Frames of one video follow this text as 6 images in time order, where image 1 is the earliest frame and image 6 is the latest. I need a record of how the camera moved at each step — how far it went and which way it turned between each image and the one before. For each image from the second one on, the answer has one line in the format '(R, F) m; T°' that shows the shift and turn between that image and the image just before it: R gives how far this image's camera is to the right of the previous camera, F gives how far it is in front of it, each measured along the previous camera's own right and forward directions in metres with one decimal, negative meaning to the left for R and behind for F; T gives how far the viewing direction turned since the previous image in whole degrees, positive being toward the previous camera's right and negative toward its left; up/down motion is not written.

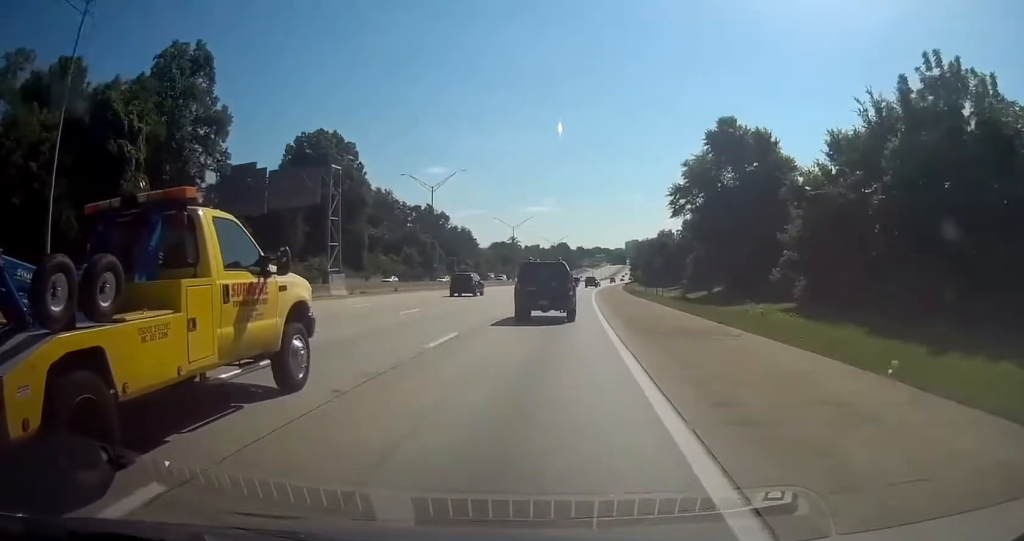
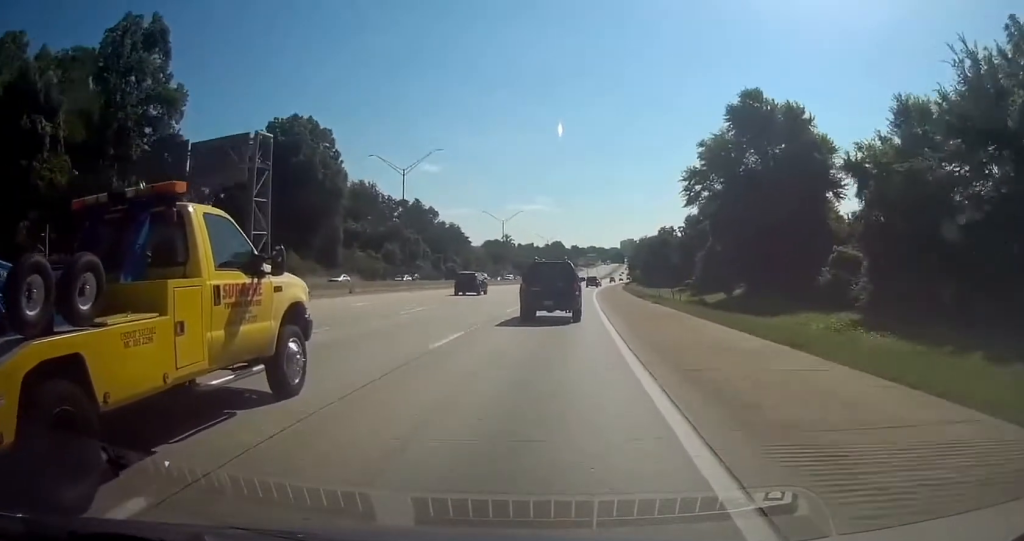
(+0.1, +12.0) m; 0°
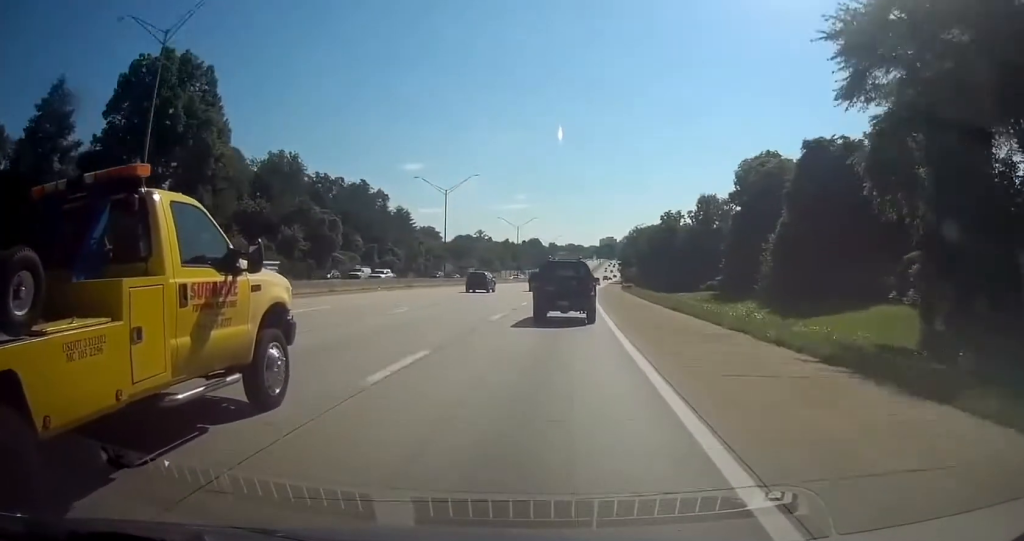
(+0.4, +41.9) m; +2°
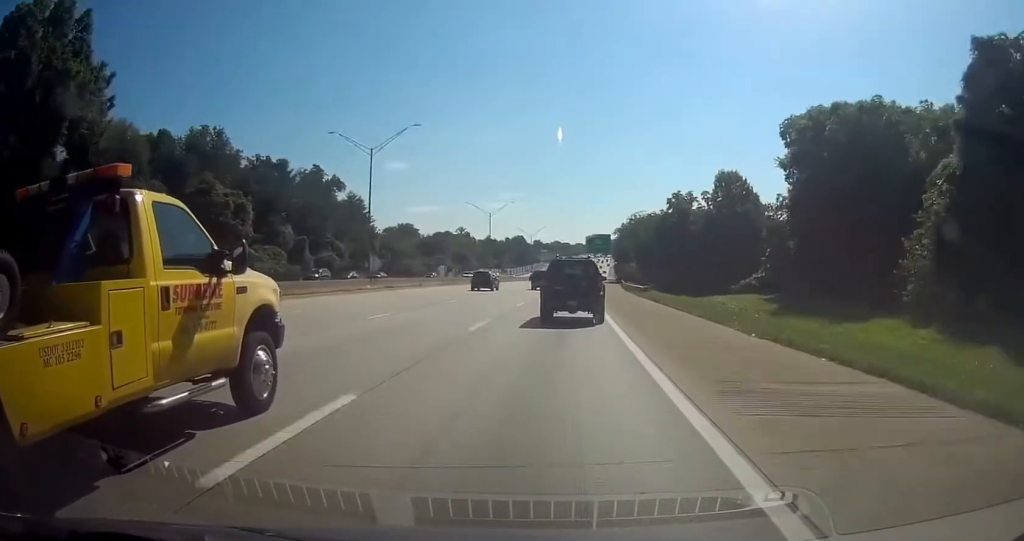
(+0.6, +28.1) m; +1°
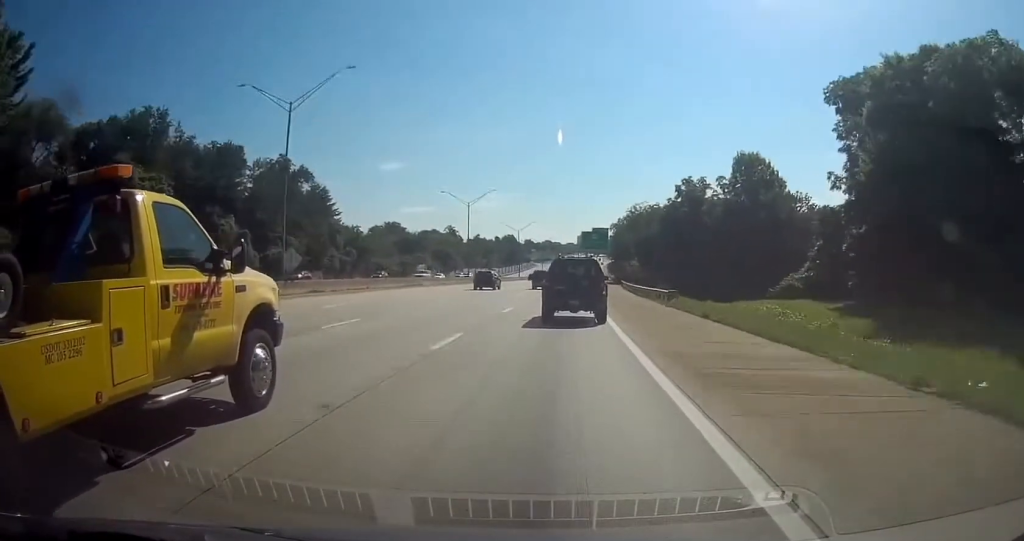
(0.0, +16.9) m; 0°
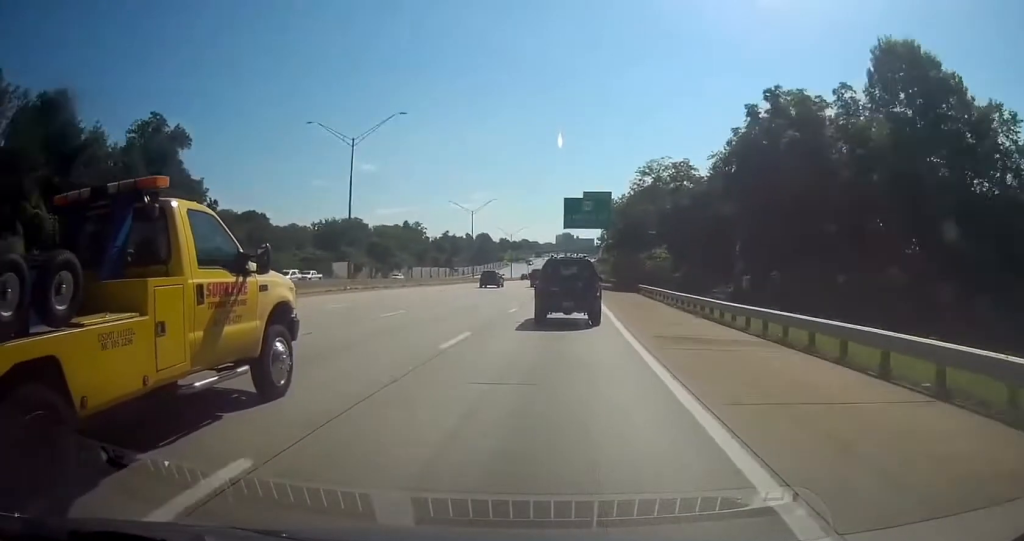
(+0.8, +48.6) m; +2°
